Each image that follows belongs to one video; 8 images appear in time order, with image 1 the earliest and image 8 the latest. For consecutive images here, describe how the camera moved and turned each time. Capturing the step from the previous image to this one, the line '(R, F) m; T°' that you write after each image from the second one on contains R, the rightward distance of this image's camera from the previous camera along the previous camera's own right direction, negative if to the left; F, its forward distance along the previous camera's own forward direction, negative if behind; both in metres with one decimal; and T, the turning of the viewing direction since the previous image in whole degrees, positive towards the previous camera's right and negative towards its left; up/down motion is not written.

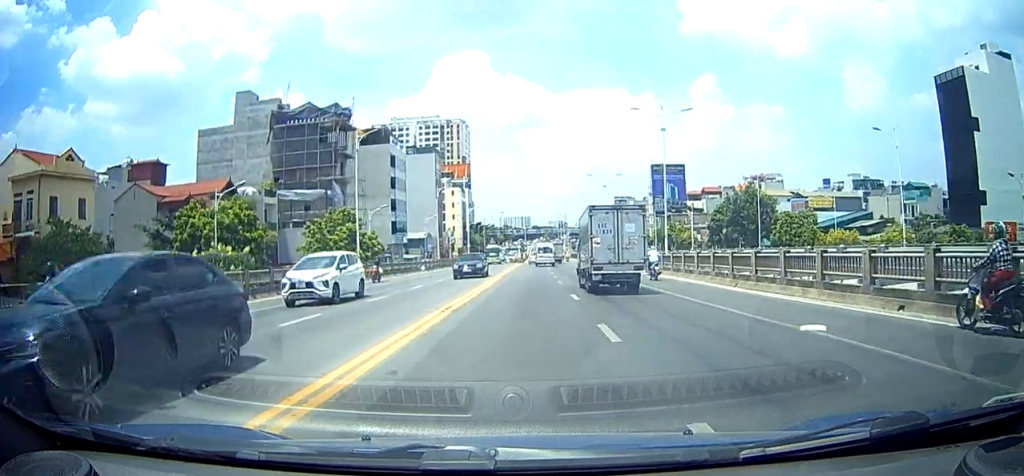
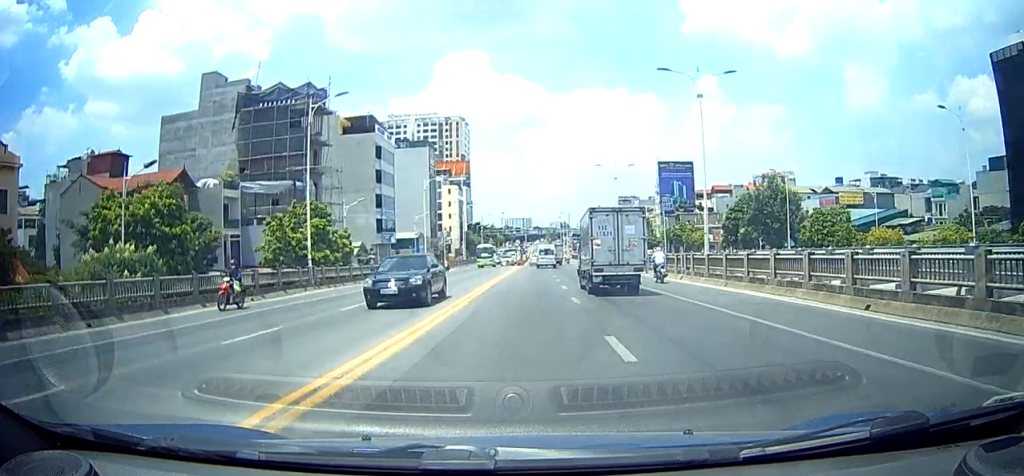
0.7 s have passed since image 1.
(0.0, +8.3) m; 0°
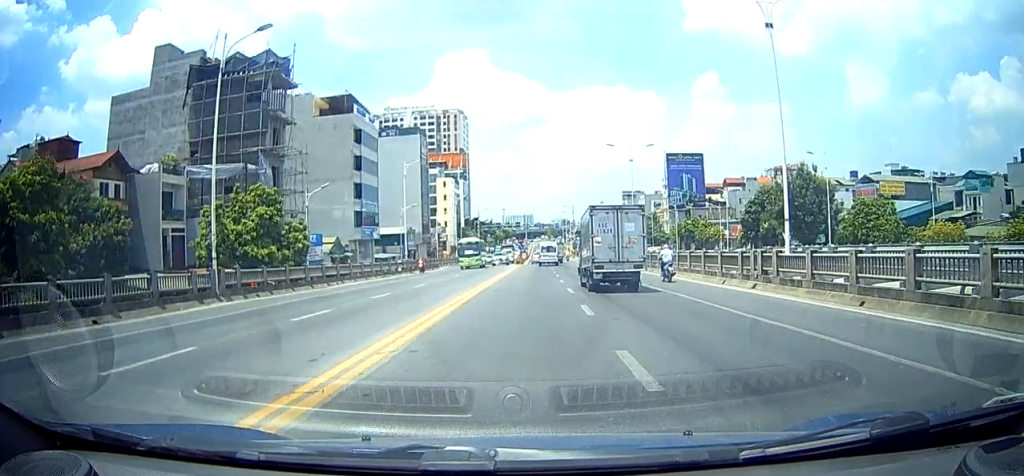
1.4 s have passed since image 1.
(0.0, +9.1) m; 0°
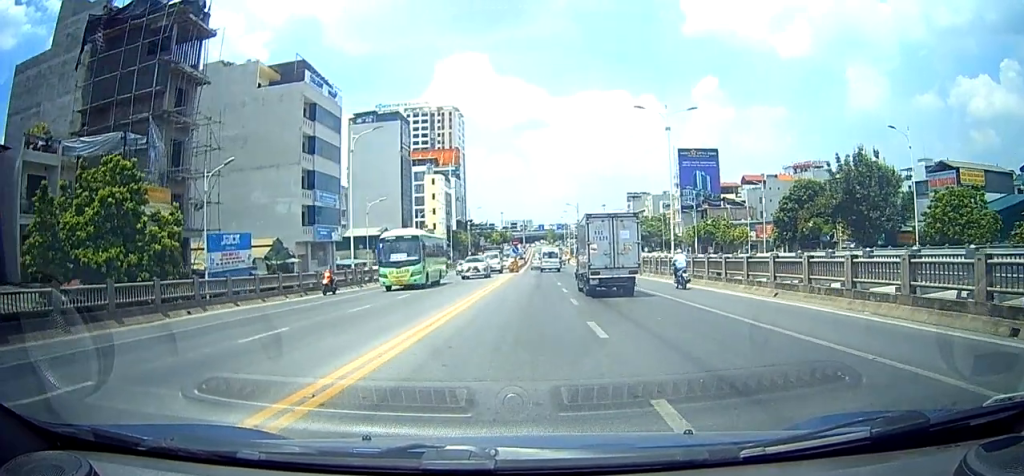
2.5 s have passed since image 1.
(0.0, +14.0) m; 0°
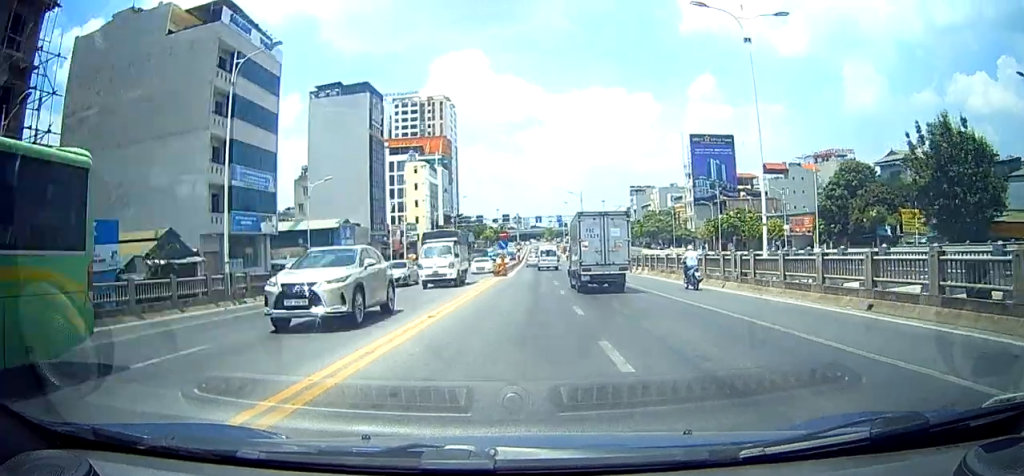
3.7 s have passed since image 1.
(0.0, +14.3) m; 0°
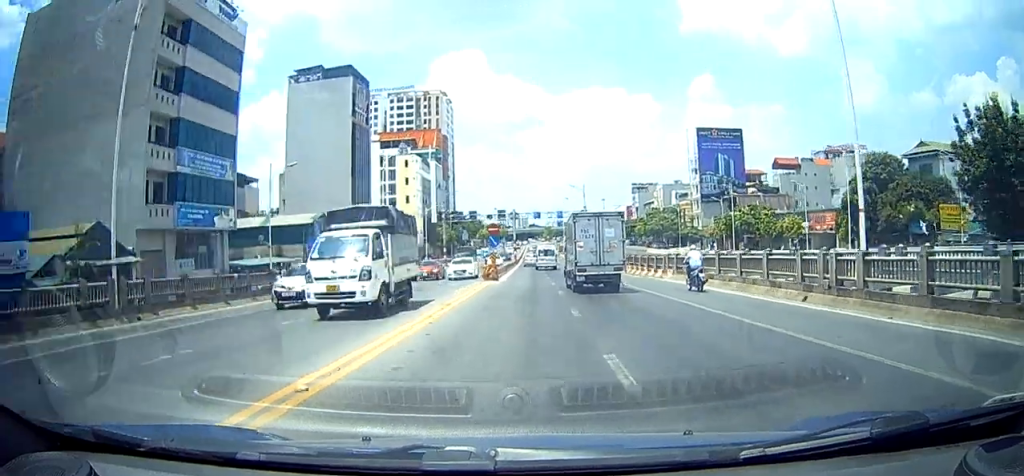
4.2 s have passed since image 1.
(0.0, +6.9) m; +1°
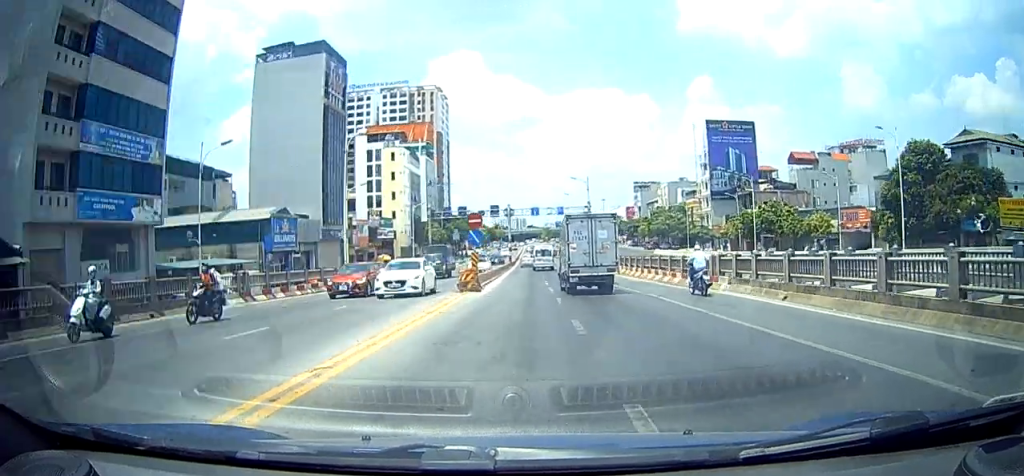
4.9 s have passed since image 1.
(0.0, +8.5) m; +1°
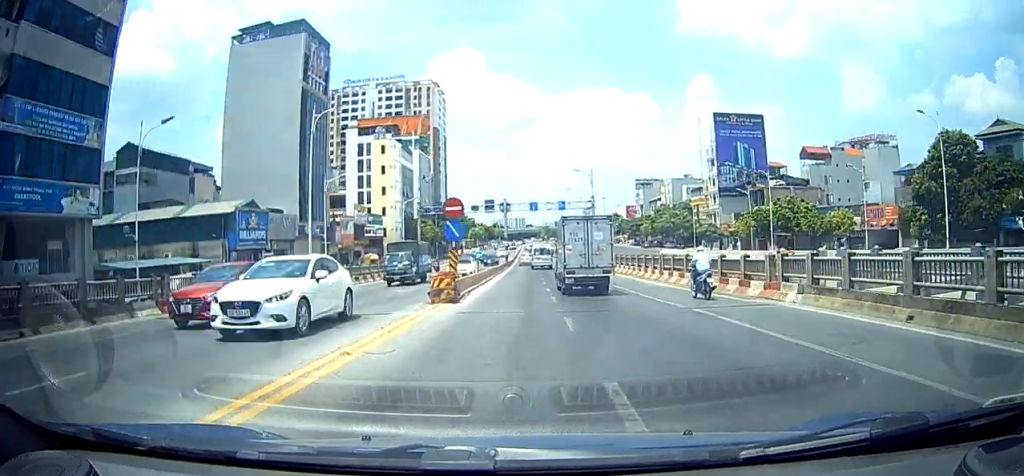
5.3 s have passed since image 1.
(+0.1, +5.4) m; 0°
